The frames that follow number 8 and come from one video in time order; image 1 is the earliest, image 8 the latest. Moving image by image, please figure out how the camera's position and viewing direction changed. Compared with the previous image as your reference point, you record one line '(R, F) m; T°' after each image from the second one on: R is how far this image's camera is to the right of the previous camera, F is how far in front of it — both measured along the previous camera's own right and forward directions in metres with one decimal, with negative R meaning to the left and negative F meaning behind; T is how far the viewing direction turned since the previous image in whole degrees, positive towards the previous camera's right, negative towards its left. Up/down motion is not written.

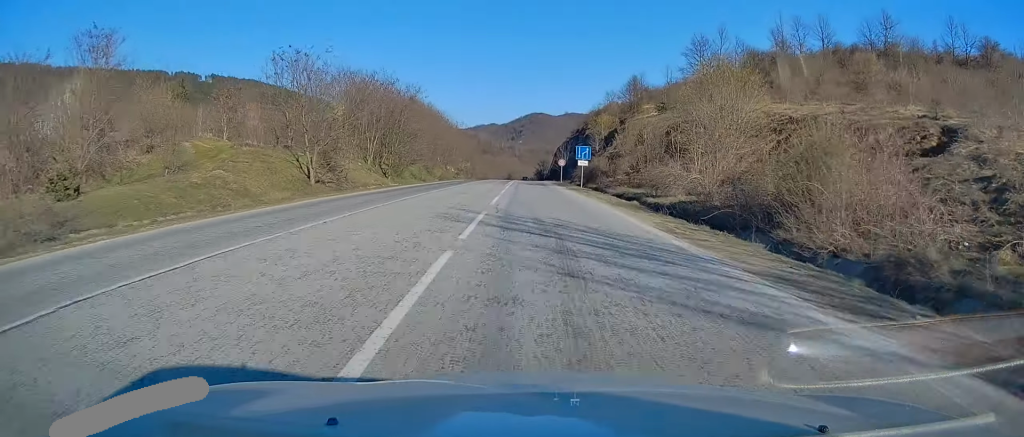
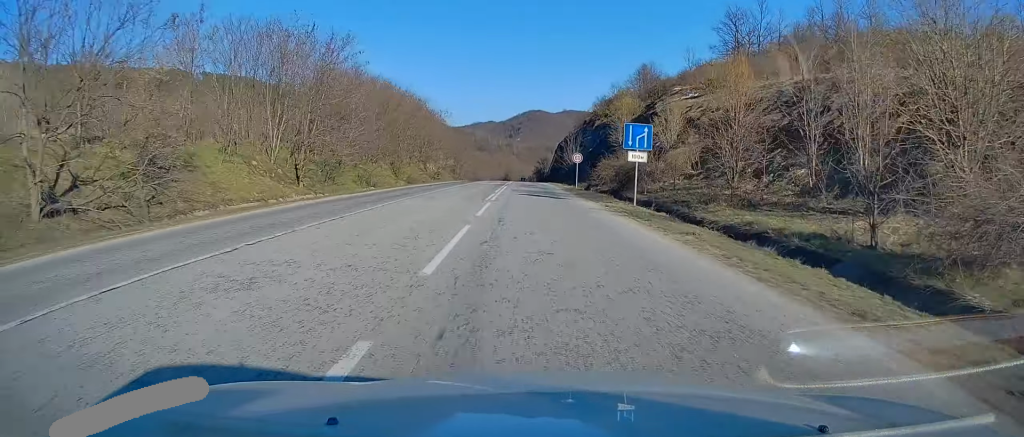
(0.0, +22.2) m; 0°
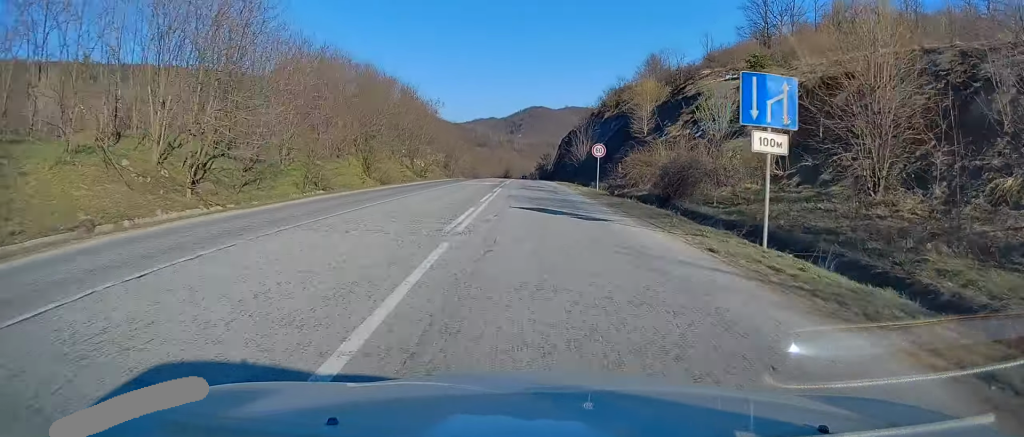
(0.0, +12.3) m; 0°
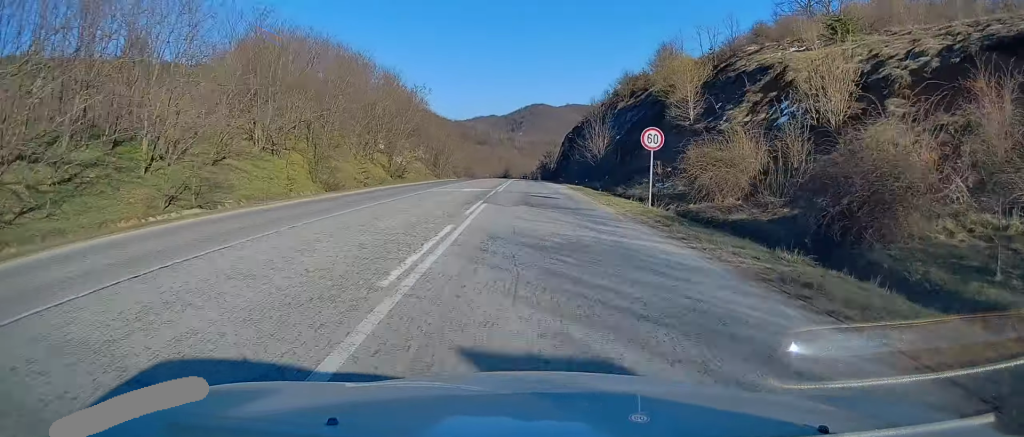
(0.0, +14.1) m; 0°
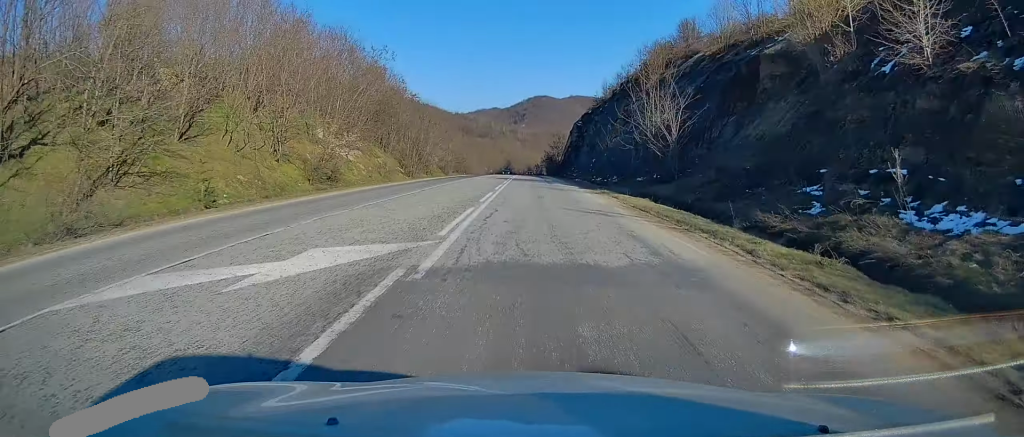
(0.0, +23.0) m; 0°
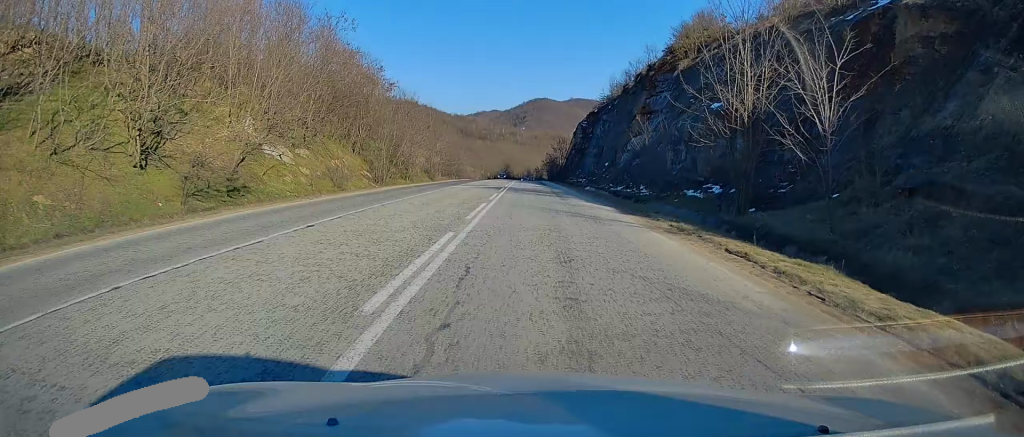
(-0.1, +13.5) m; 0°
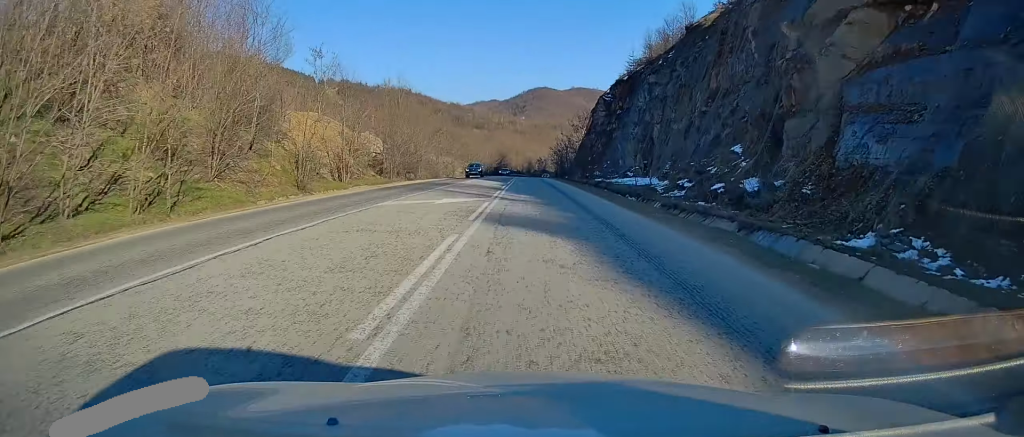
(+0.3, +45.0) m; 0°
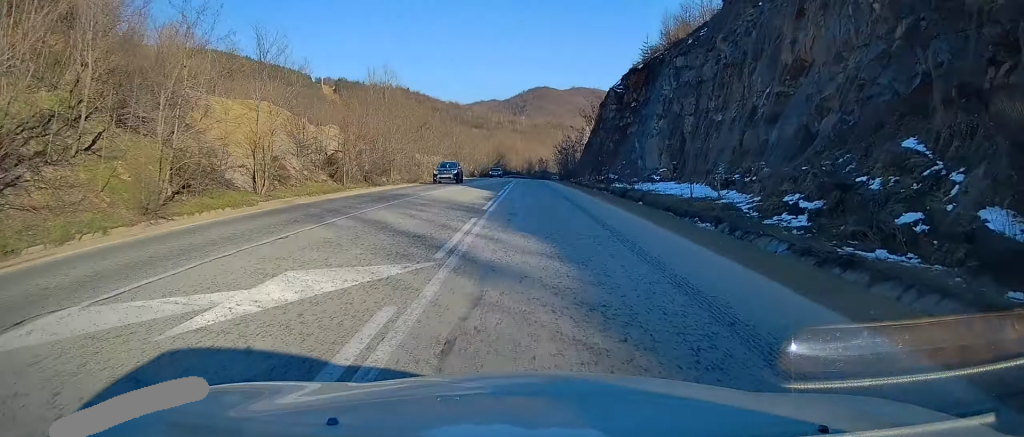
(-0.2, +13.7) m; 0°
